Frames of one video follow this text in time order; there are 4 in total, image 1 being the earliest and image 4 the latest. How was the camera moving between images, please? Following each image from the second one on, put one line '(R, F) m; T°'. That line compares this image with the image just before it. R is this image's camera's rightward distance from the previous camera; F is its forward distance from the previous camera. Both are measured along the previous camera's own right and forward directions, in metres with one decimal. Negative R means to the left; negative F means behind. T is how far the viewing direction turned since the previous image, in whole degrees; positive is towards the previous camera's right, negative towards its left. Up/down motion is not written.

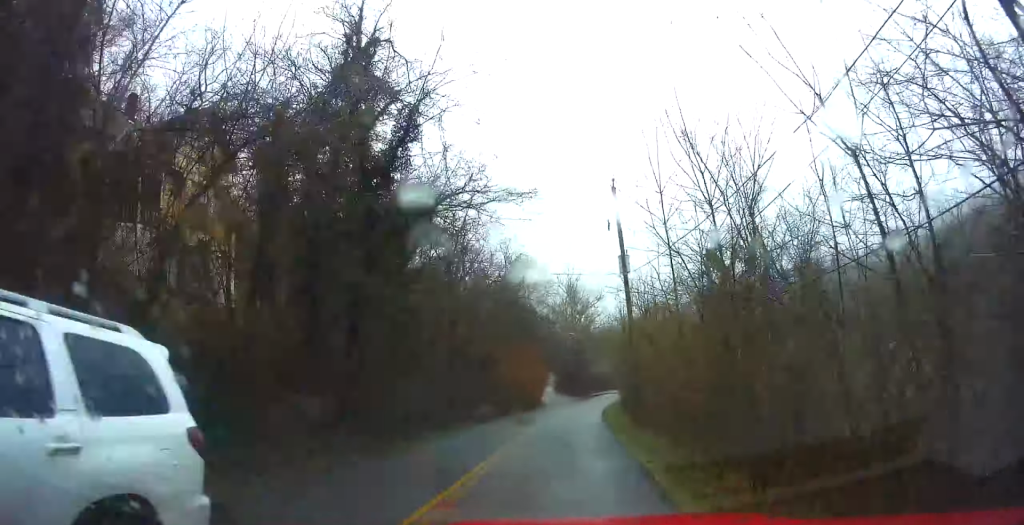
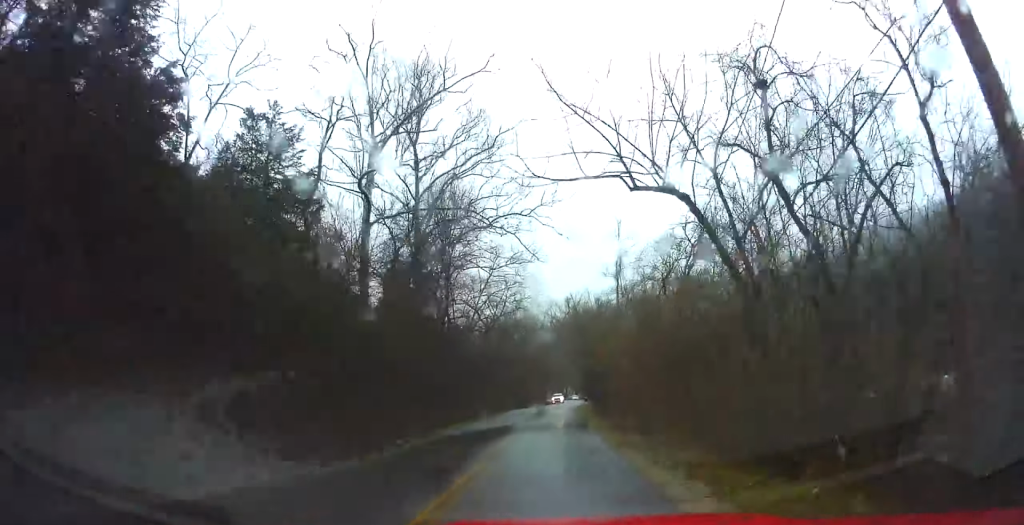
(+8.7, +72.1) m; +11°
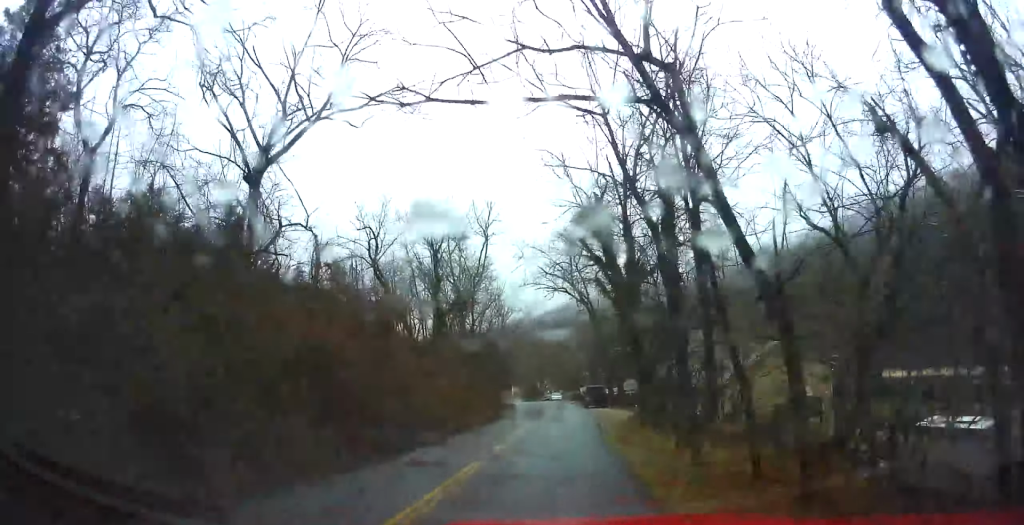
(+1.7, +56.1) m; +1°
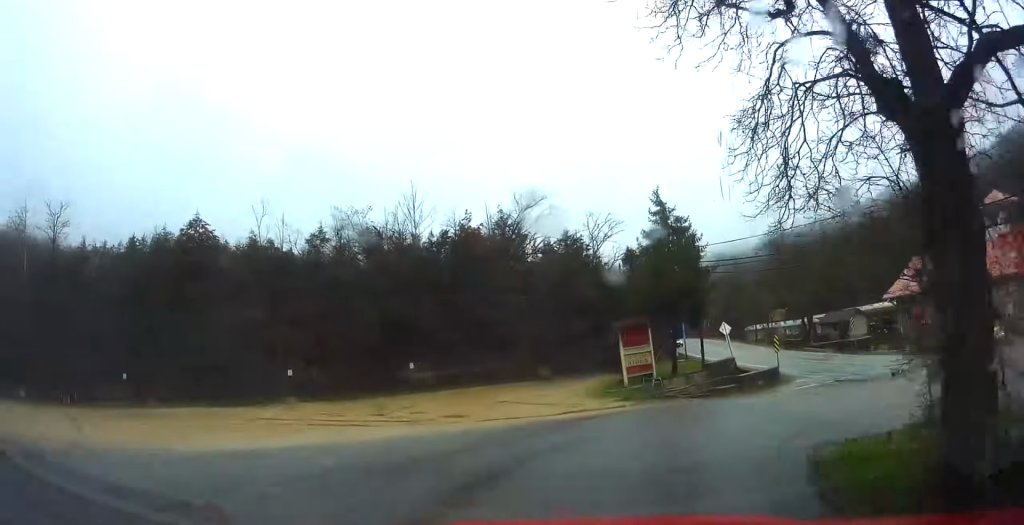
(-8.1, +124.7) m; -3°
